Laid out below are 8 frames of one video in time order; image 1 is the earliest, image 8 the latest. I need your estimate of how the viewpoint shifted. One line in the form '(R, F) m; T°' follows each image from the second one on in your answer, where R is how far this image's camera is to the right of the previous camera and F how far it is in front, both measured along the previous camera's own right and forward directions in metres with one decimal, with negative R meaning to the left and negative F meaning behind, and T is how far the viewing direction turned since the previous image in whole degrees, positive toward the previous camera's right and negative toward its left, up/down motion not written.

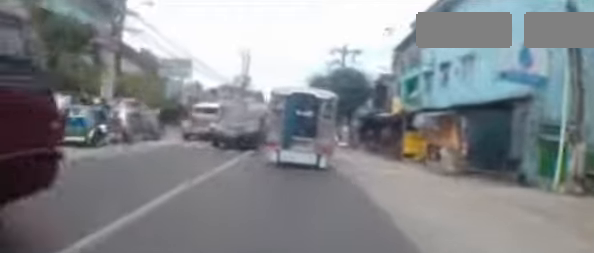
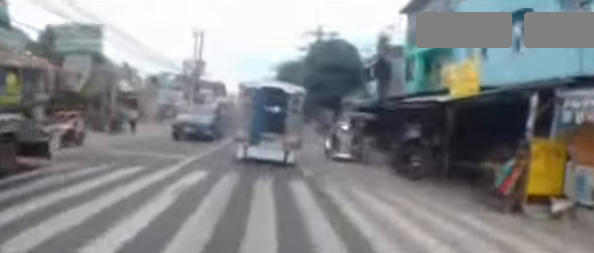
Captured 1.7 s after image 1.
(0.0, +9.2) m; +4°
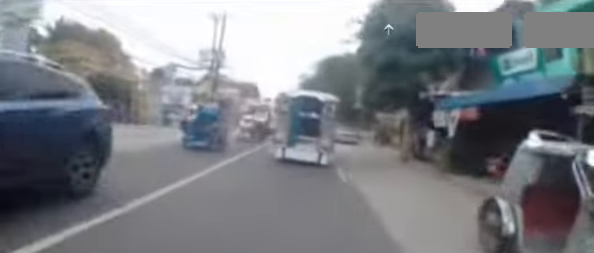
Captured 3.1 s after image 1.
(+0.4, +8.1) m; -1°
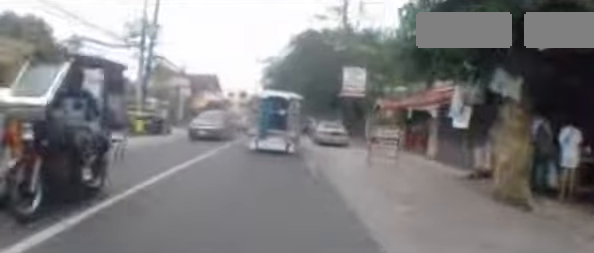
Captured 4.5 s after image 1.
(-0.4, +7.9) m; -5°
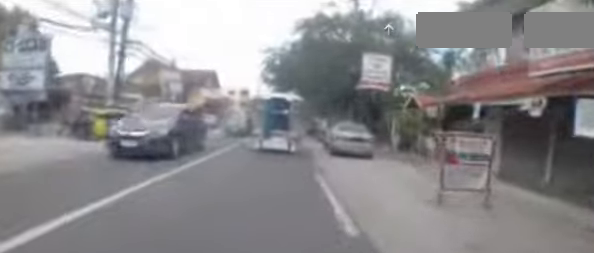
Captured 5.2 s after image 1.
(-0.3, +4.4) m; +3°
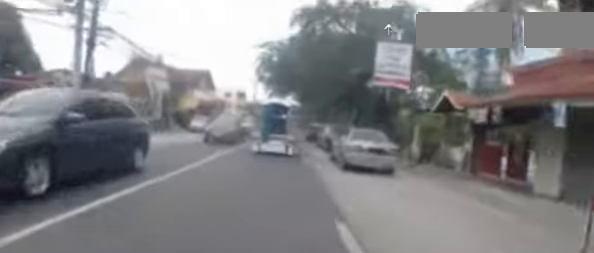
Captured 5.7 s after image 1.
(+0.3, +3.0) m; 0°
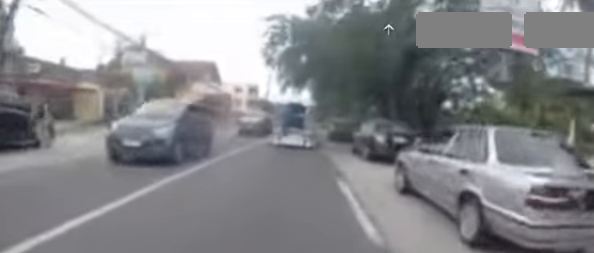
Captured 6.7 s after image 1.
(0.0, +6.3) m; -3°
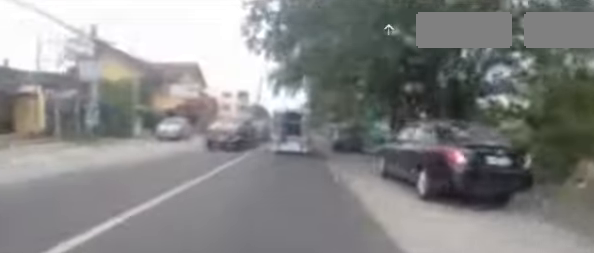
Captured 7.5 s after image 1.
(-0.4, +5.0) m; -2°
